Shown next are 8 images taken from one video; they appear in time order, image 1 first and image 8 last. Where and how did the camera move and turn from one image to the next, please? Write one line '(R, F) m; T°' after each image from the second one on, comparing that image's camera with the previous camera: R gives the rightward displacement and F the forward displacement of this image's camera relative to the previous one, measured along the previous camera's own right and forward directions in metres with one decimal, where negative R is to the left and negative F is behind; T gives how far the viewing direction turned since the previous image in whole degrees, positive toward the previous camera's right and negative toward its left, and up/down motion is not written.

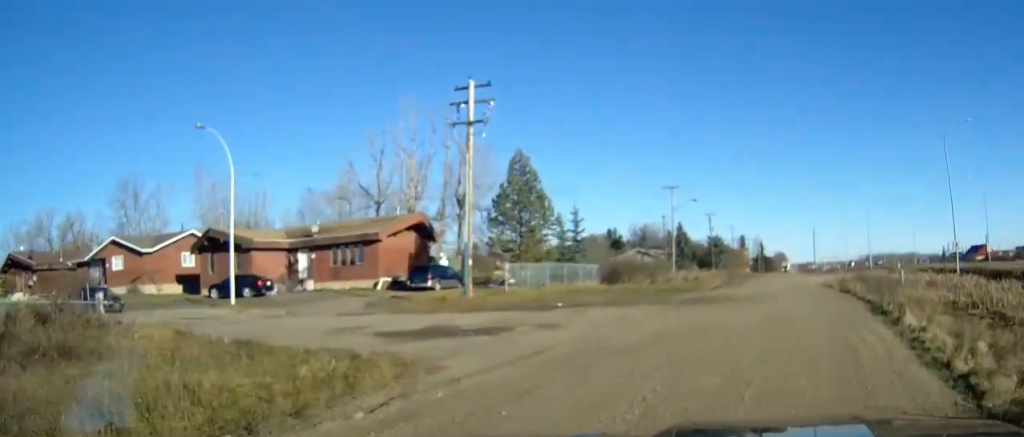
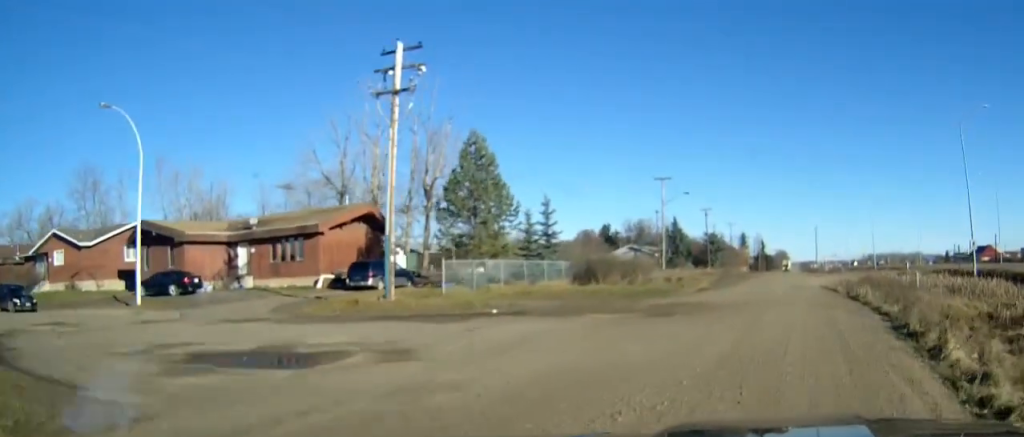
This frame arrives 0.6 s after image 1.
(0.0, +6.3) m; 0°
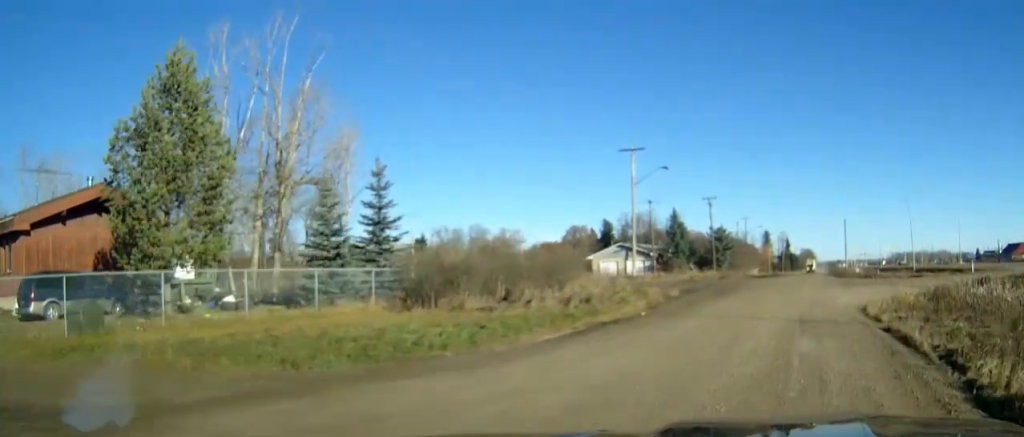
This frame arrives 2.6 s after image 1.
(-0.2, +22.7) m; -1°
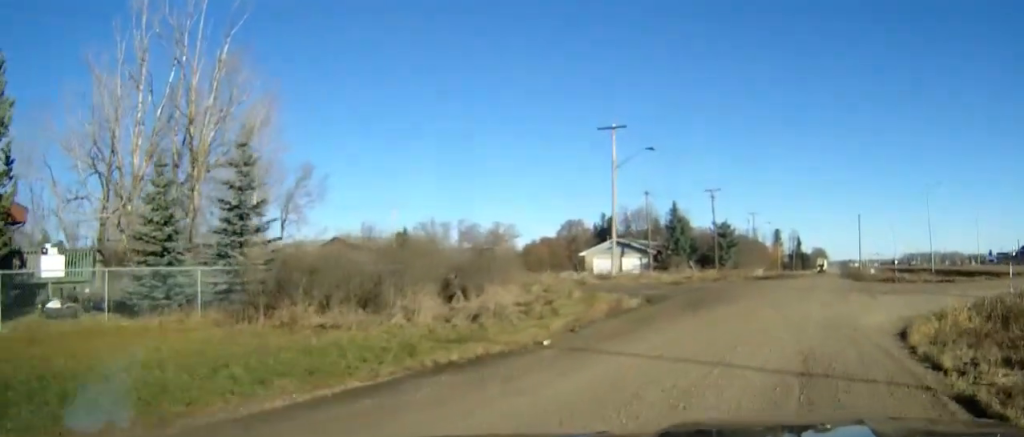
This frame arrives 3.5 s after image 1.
(-0.1, +9.0) m; -1°
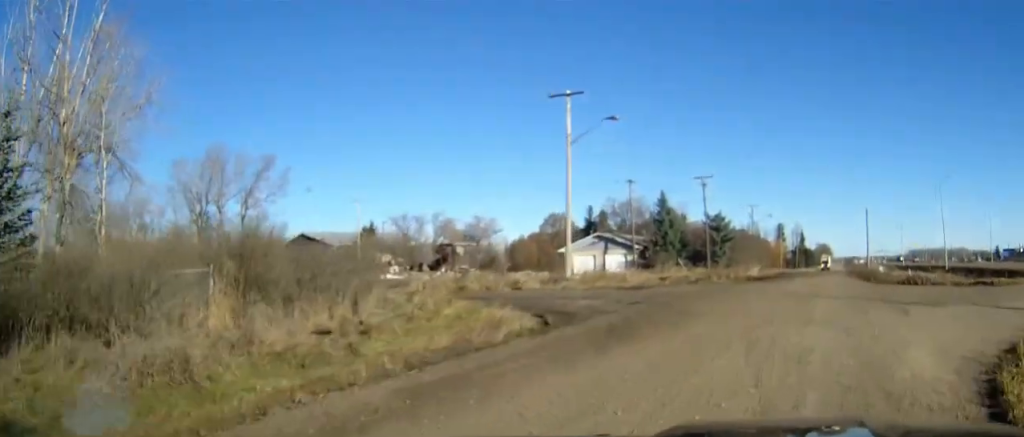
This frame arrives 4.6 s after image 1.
(-0.1, +9.5) m; -1°
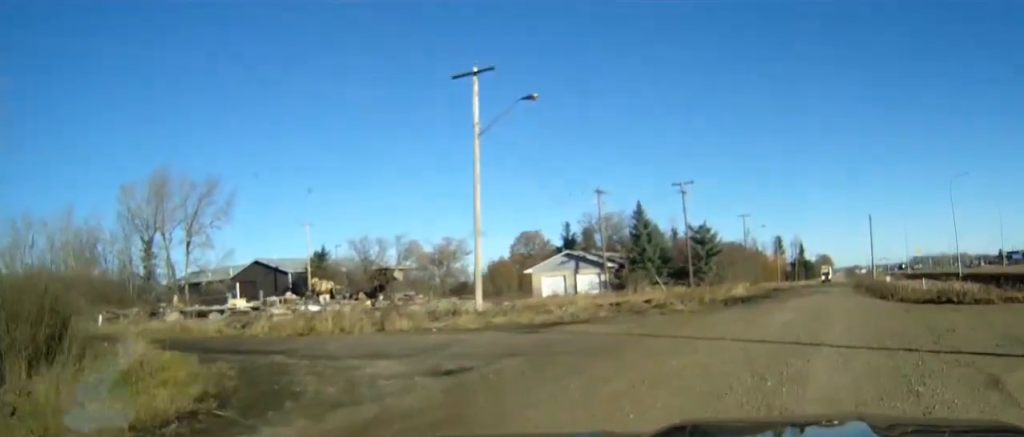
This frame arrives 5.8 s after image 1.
(-0.1, +10.6) m; 0°
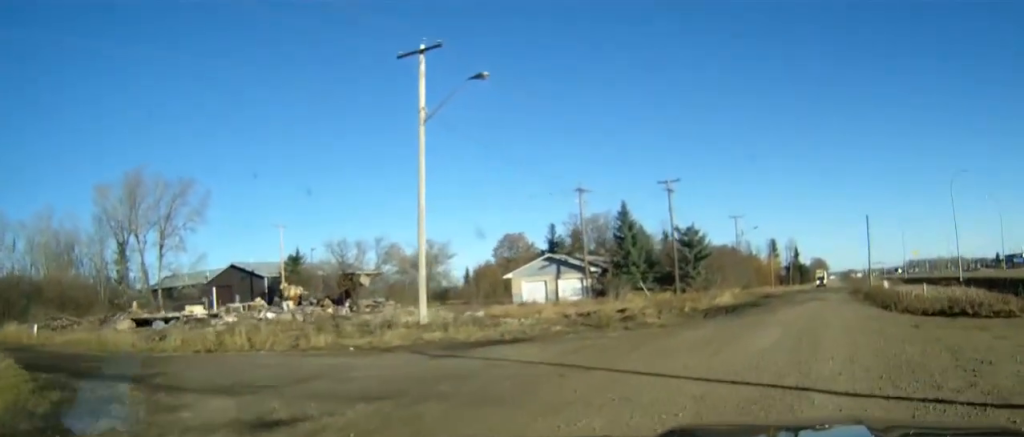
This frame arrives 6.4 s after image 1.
(0.0, +4.2) m; 0°
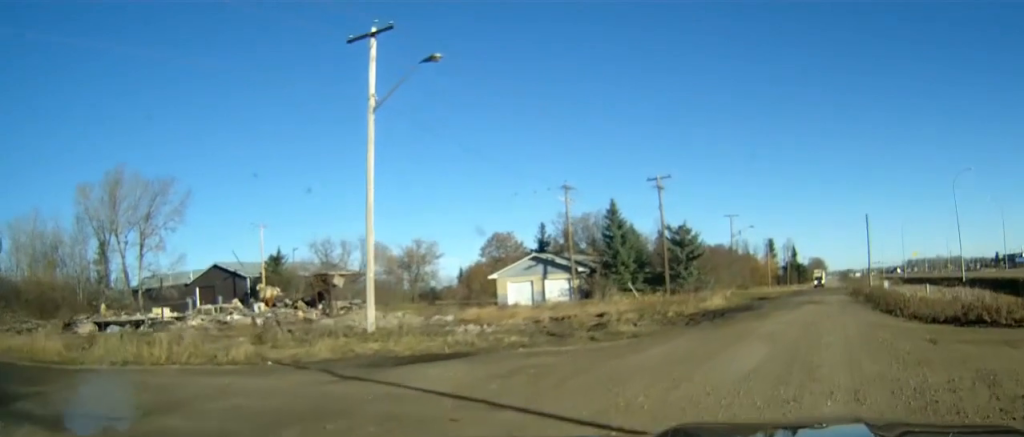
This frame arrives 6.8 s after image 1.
(0.0, +3.2) m; 0°
